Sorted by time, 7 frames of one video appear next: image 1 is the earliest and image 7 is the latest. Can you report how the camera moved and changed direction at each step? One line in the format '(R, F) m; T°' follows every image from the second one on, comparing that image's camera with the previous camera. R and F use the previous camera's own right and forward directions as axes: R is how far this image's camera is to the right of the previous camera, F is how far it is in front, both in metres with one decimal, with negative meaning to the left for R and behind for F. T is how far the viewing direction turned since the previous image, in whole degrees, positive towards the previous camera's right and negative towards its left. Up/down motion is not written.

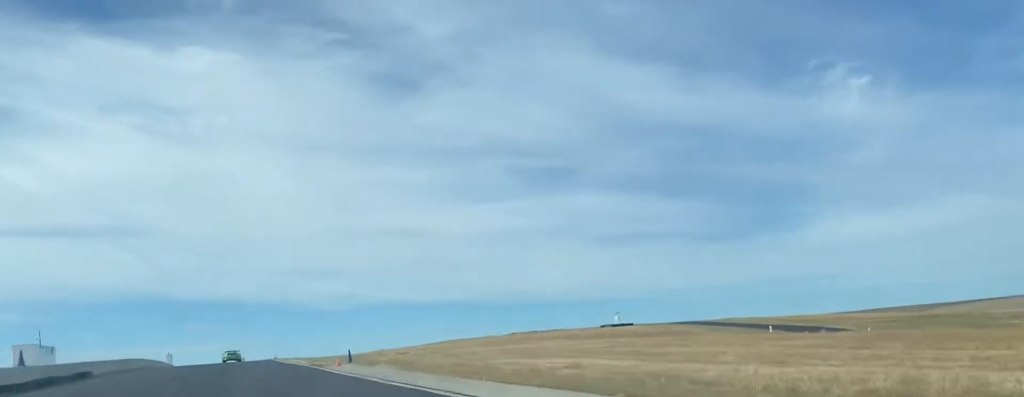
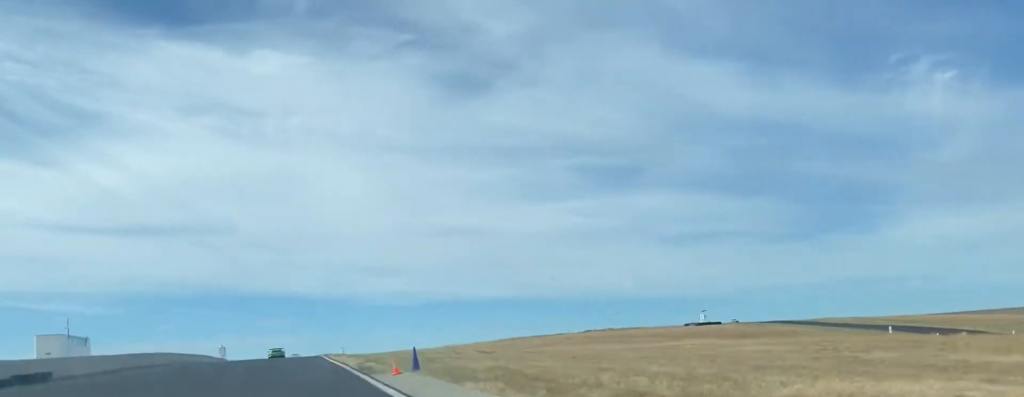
(-0.9, +17.5) m; -8°
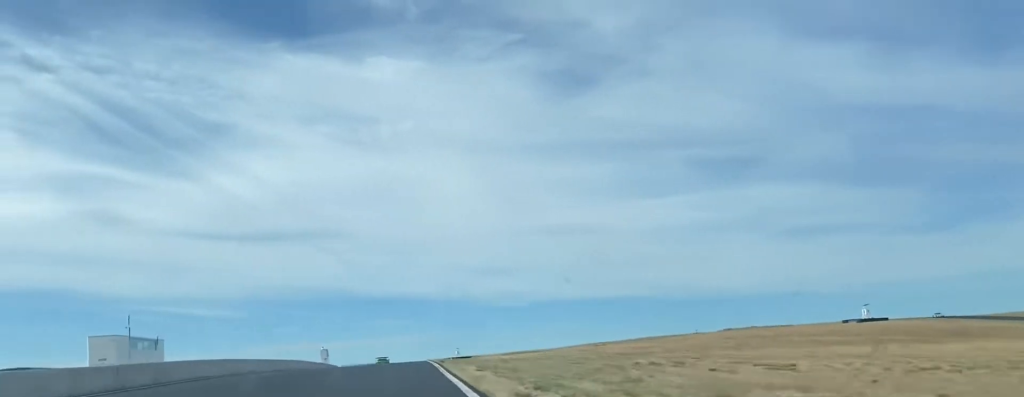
(-2.1, +21.7) m; -5°
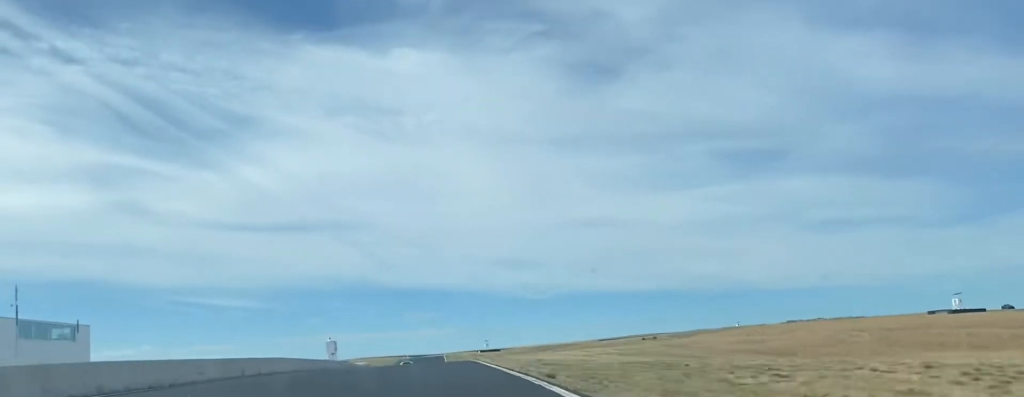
(-1.4, +26.0) m; -3°
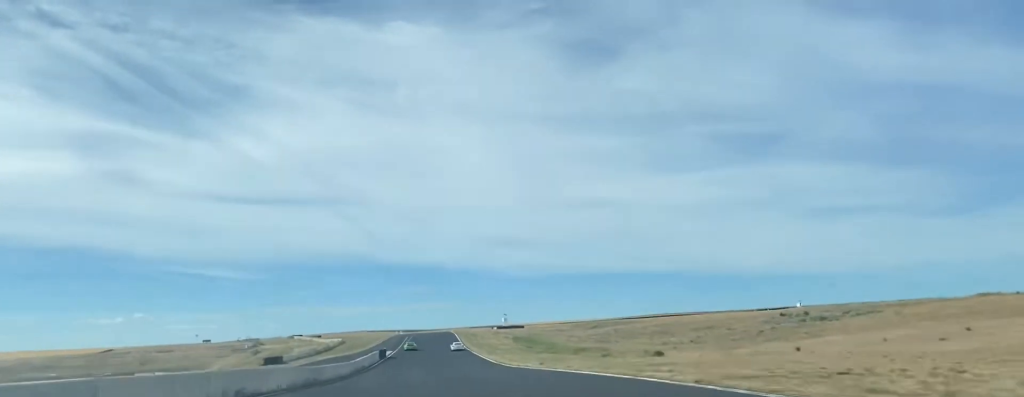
(+5.9, +82.0) m; +9°
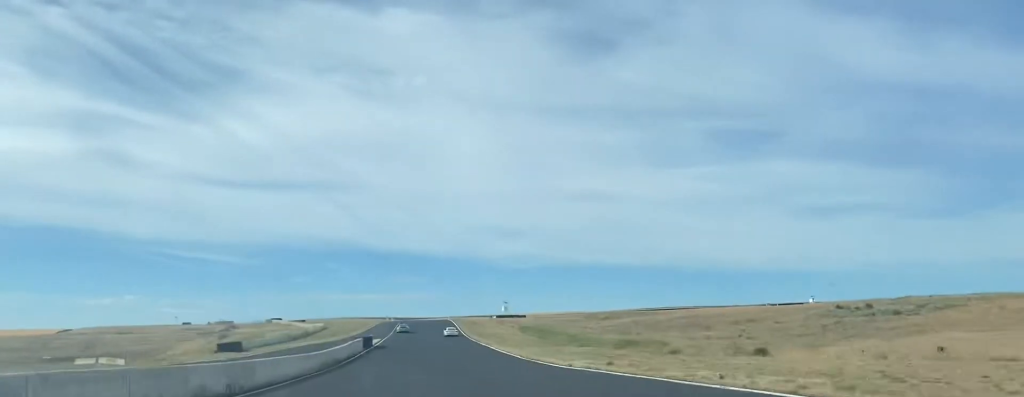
(0.0, +20.5) m; 0°
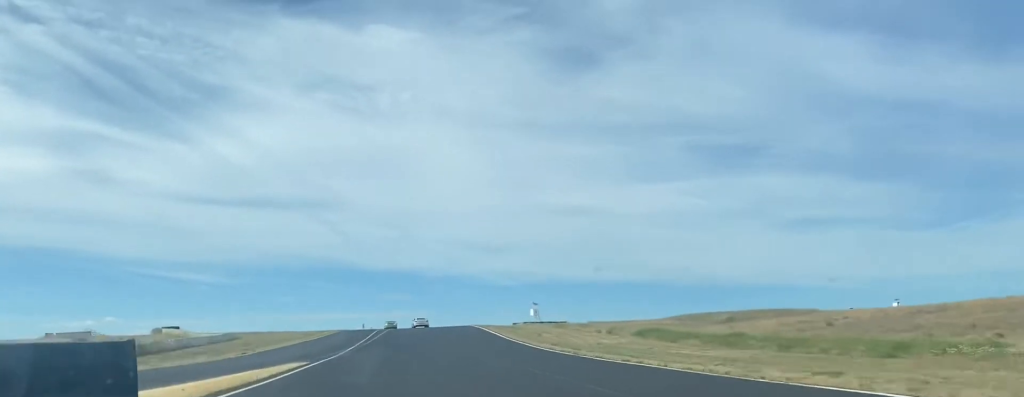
(+0.7, +71.6) m; +1°
